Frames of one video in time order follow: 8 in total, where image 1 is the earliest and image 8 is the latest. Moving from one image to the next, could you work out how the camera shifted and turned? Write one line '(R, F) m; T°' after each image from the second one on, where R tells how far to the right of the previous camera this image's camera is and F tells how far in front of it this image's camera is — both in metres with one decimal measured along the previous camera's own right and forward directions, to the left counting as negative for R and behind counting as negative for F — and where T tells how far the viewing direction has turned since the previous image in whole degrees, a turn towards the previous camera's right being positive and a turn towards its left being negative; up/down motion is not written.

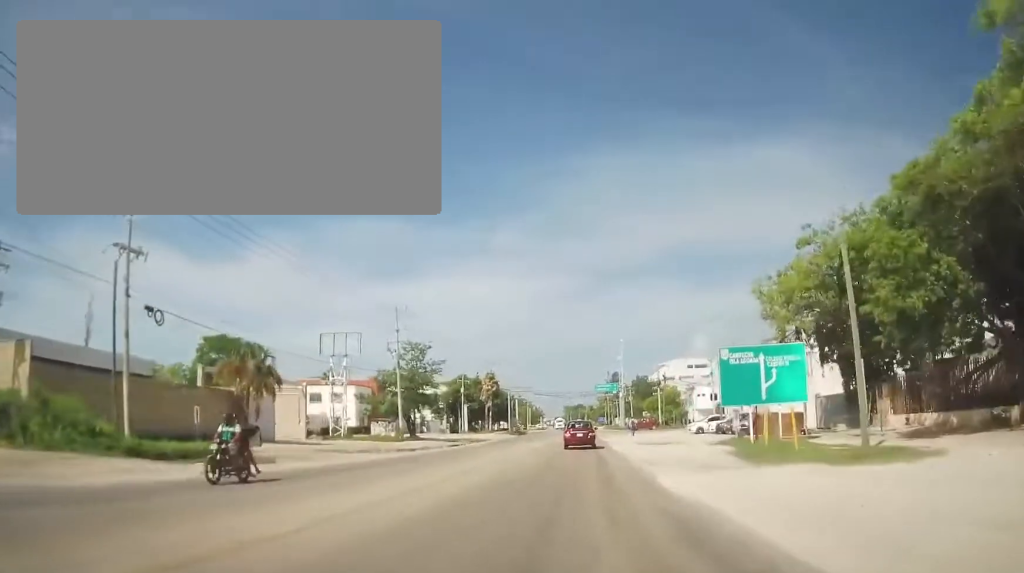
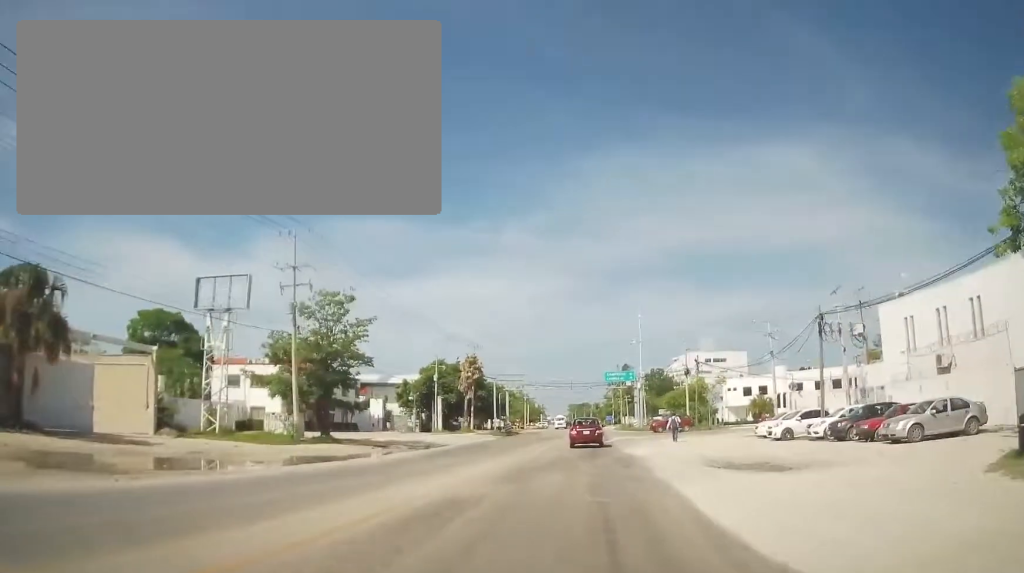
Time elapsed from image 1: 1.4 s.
(0.0, +21.6) m; 0°
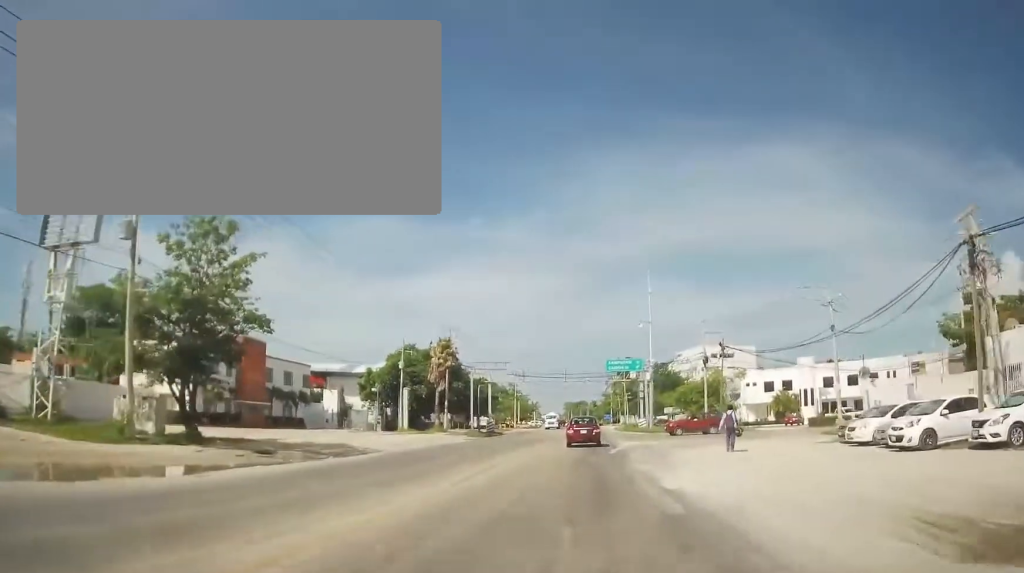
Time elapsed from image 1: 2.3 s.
(+0.1, +13.9) m; +1°
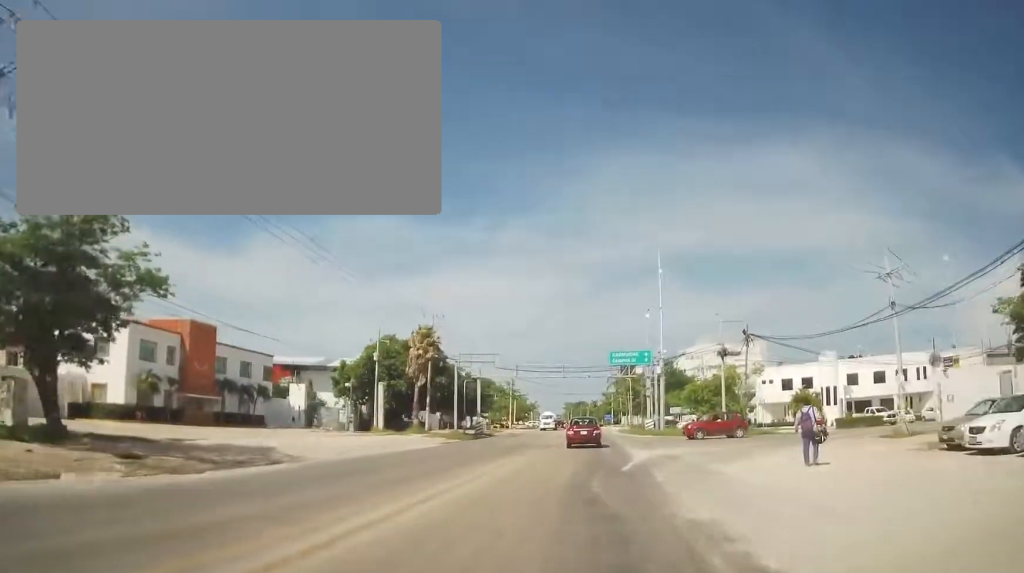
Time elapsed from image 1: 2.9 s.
(+0.1, +8.1) m; +1°
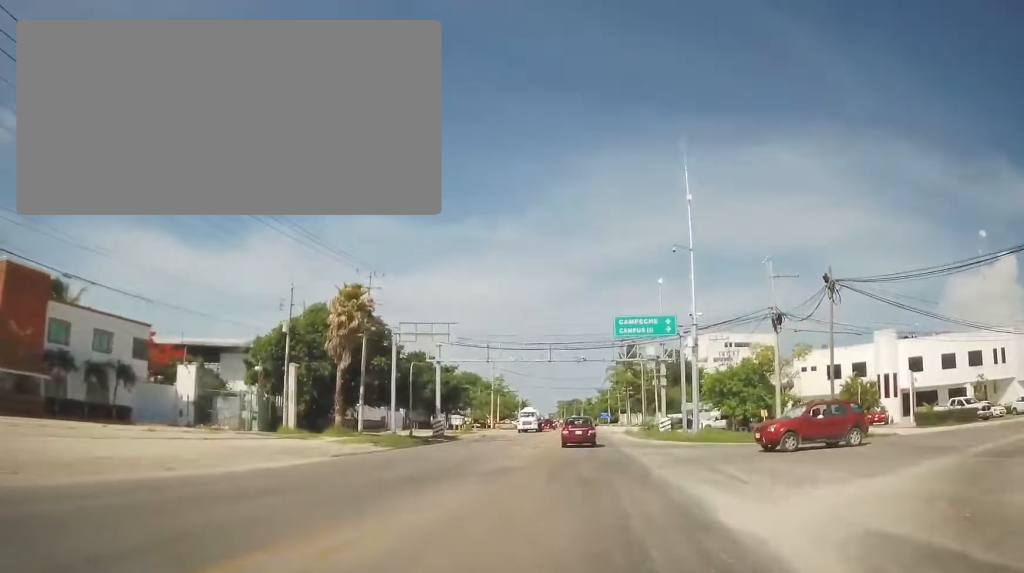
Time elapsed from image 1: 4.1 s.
(+0.1, +17.1) m; -2°
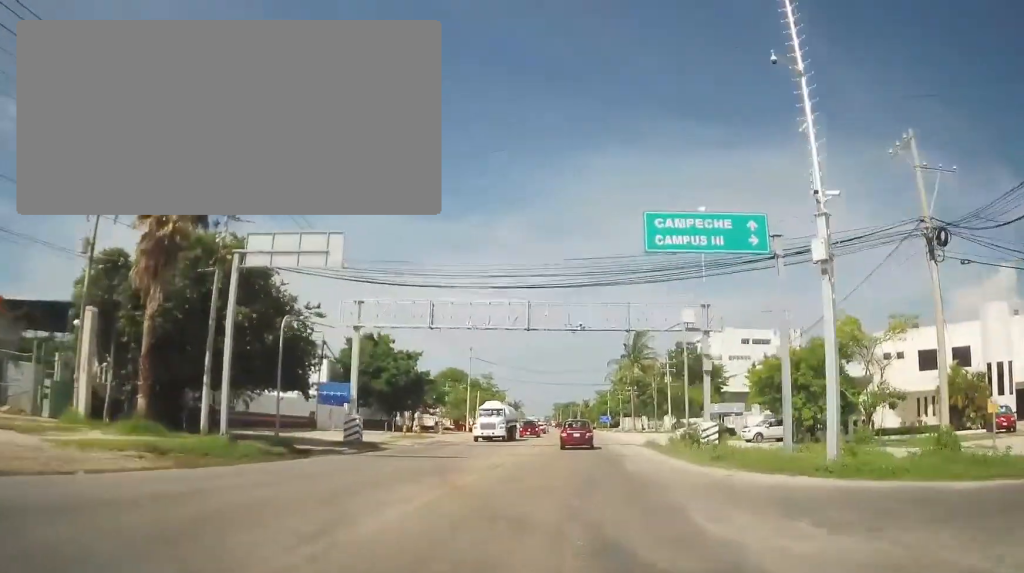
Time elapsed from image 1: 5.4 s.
(-0.6, +18.6) m; 0°
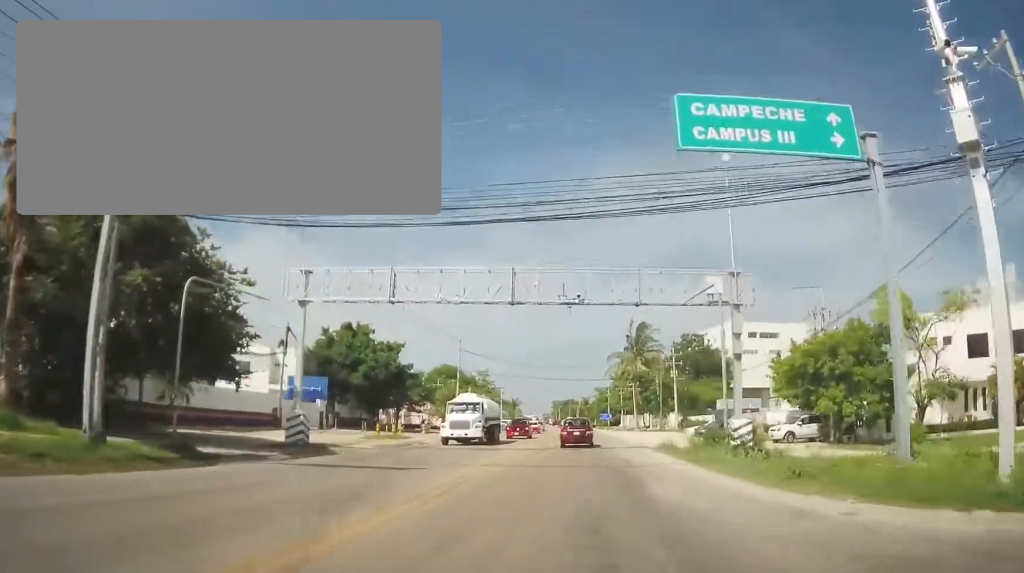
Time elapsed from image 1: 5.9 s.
(+0.1, +6.5) m; +1°
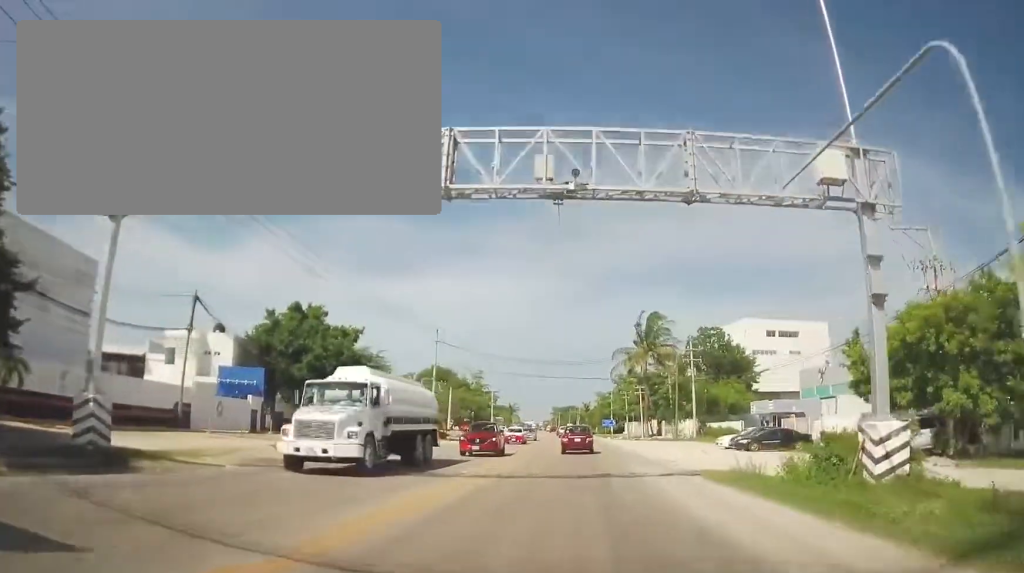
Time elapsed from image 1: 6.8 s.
(+0.1, +12.4) m; +1°
